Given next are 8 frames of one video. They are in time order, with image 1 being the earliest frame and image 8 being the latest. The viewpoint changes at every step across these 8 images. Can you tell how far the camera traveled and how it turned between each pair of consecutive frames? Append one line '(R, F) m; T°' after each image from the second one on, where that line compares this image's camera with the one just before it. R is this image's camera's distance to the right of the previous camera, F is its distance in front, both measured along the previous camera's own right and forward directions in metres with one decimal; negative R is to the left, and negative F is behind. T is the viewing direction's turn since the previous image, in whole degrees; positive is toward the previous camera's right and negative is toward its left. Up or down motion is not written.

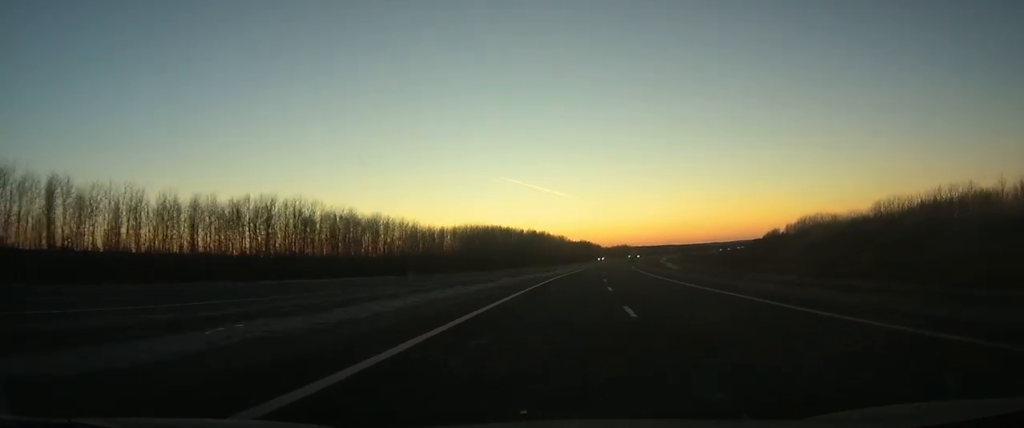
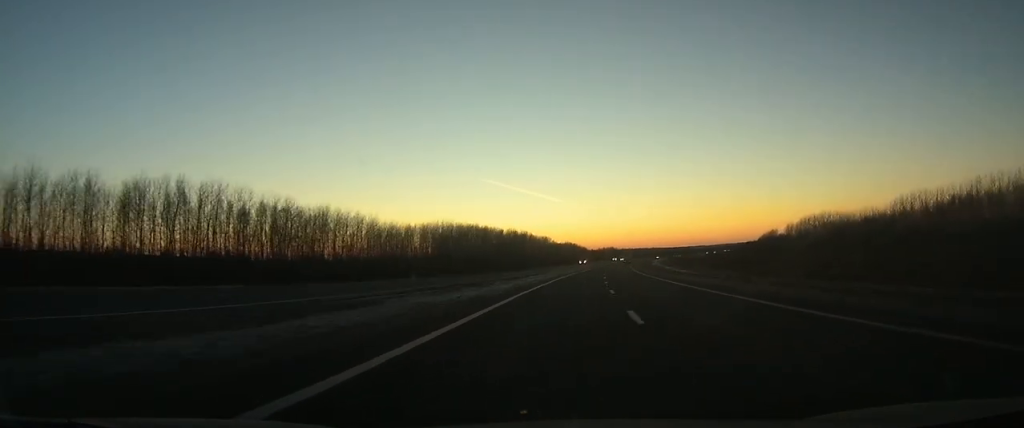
(+0.5, +23.7) m; +1°
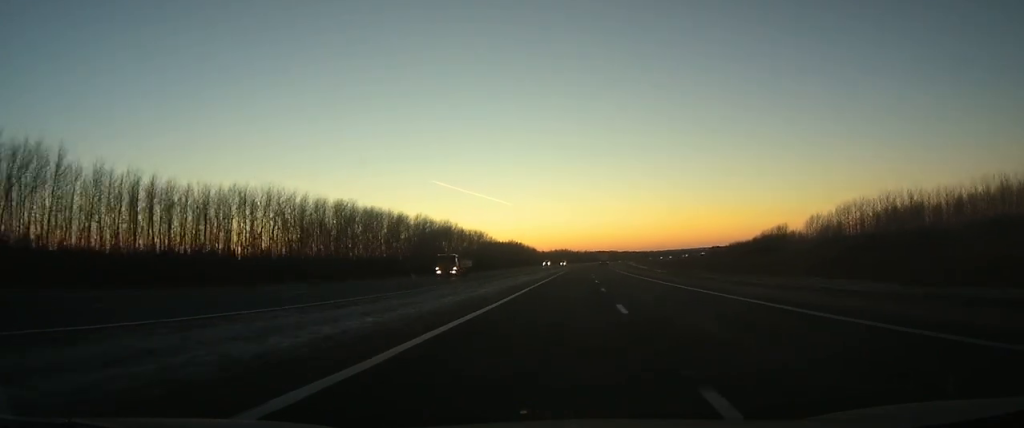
(+3.6, +94.8) m; +4°
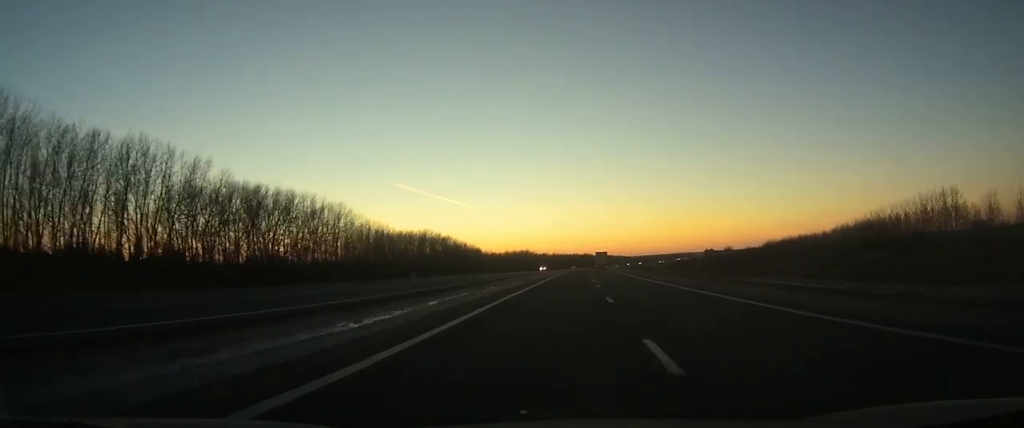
(+6.2, +155.5) m; +4°
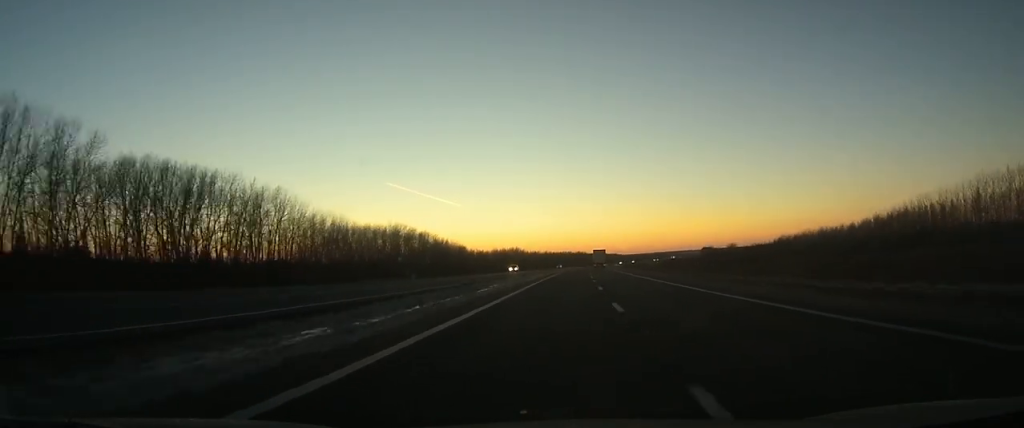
(+0.1, +27.6) m; +1°
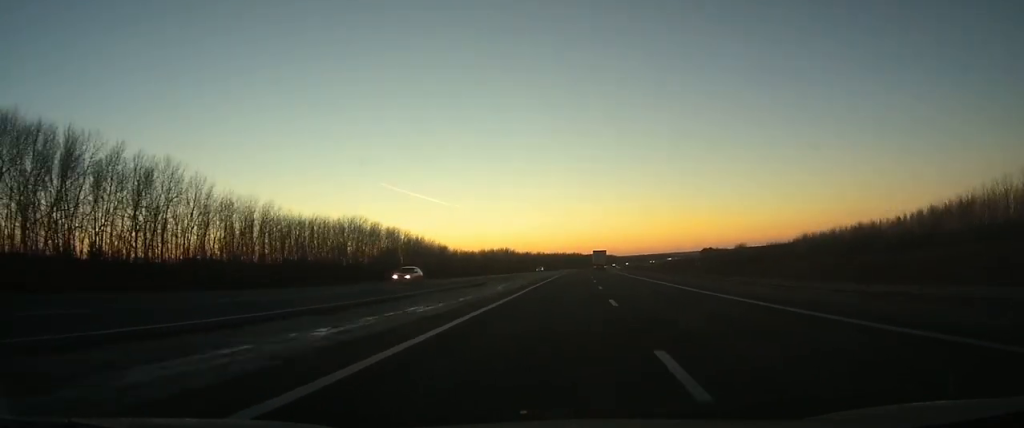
(+0.2, +33.2) m; +1°
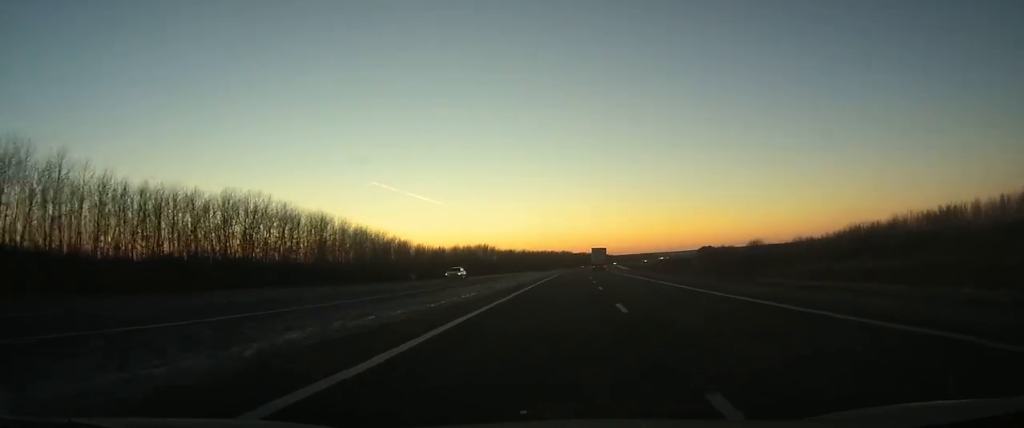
(+0.6, +50.5) m; +1°
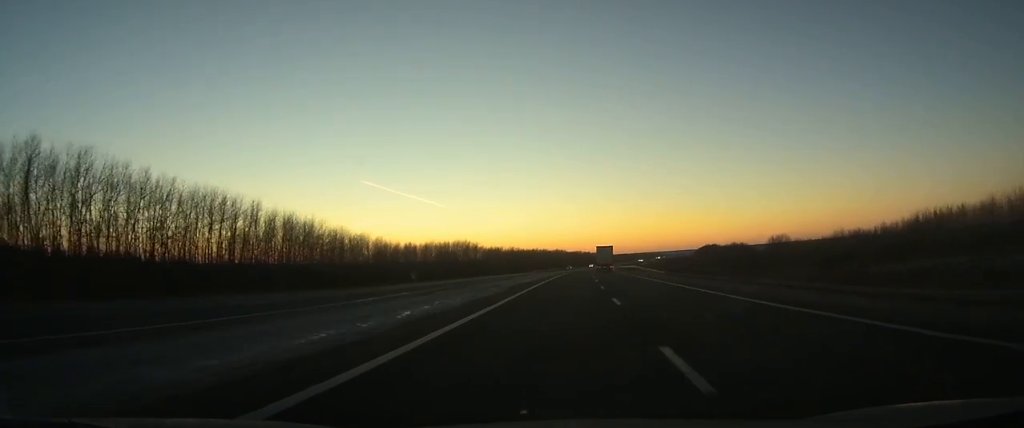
(+0.3, +44.6) m; +1°
